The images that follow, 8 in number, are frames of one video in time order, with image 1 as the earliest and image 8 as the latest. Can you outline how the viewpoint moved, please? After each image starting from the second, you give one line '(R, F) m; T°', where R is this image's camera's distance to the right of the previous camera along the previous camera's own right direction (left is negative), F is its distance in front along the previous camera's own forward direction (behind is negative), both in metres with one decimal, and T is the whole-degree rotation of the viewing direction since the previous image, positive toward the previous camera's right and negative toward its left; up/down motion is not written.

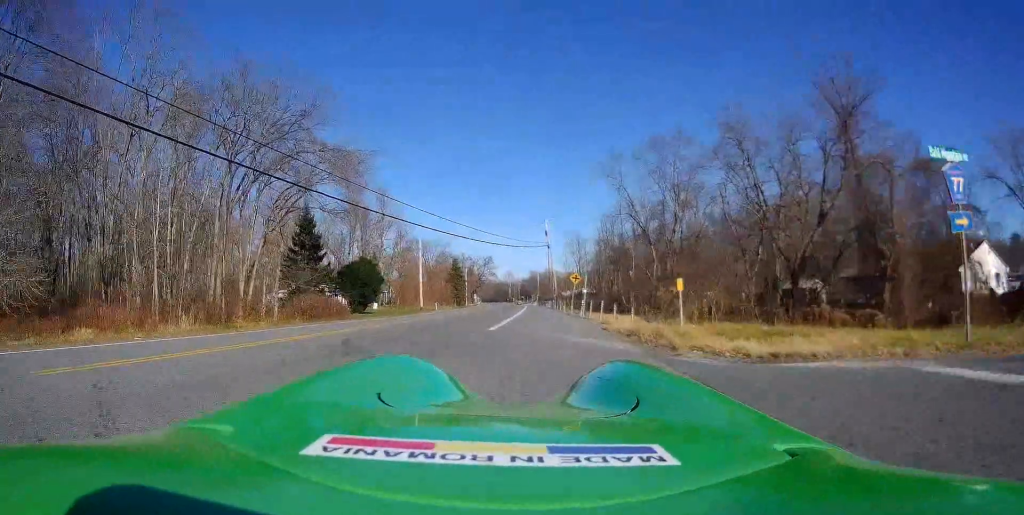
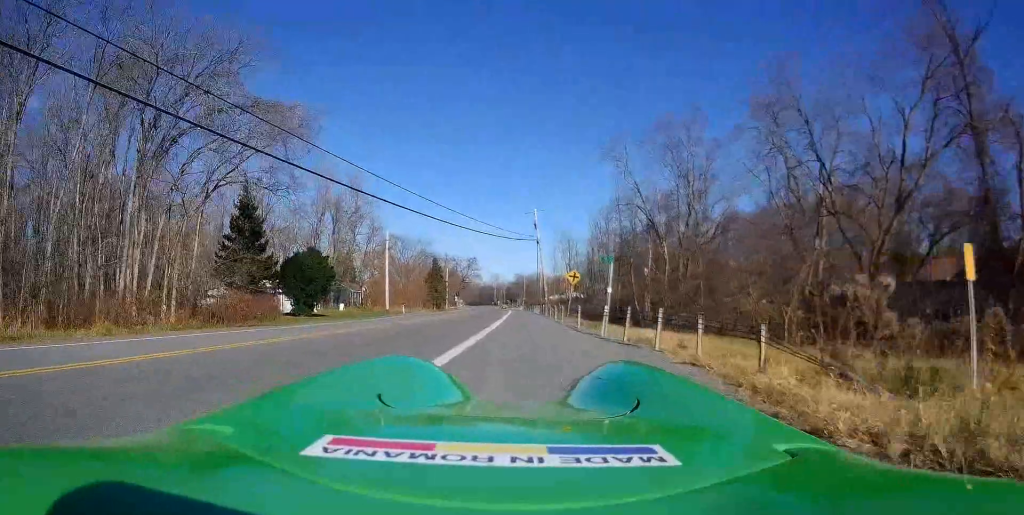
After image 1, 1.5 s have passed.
(0.0, +10.9) m; -1°
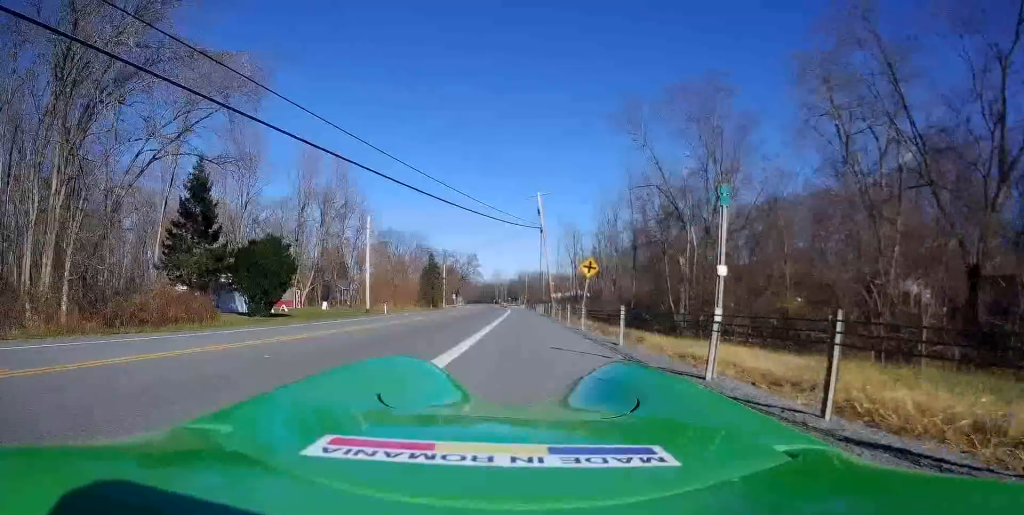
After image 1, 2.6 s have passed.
(-0.1, +8.3) m; +4°
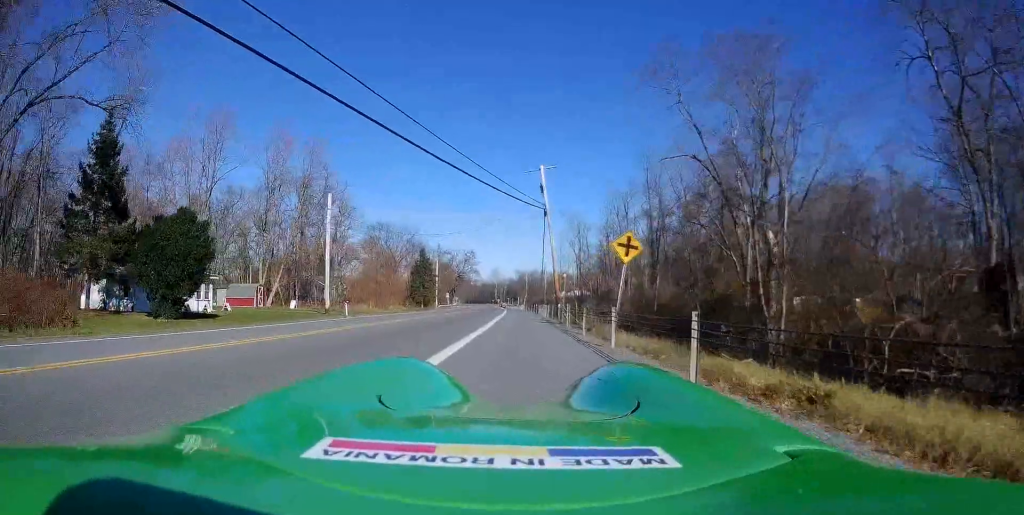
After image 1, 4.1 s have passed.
(+0.3, +11.0) m; -1°
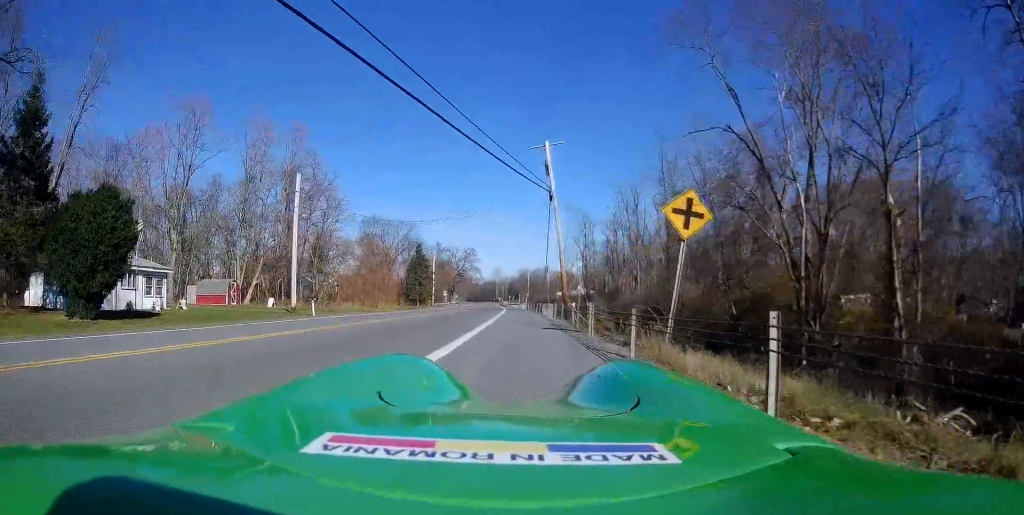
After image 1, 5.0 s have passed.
(-0.1, +6.9) m; 0°
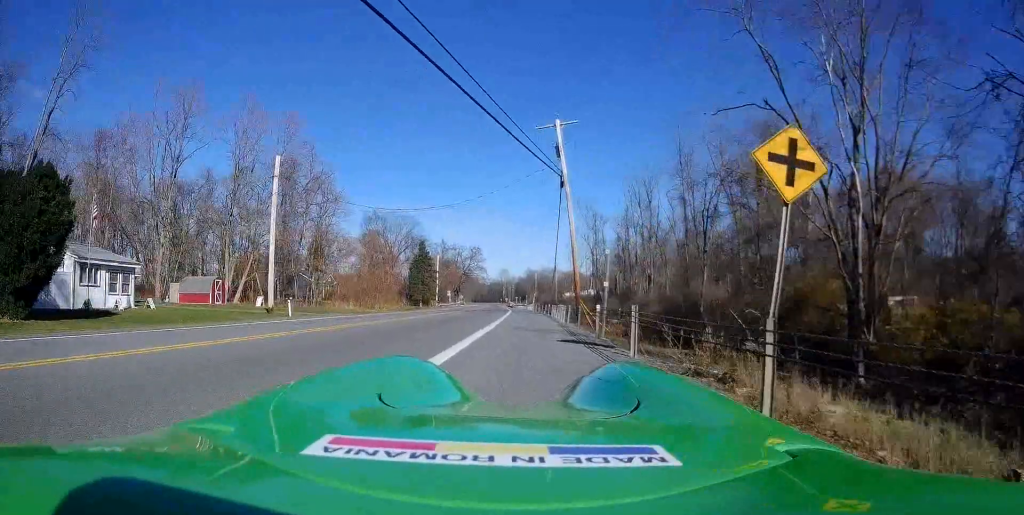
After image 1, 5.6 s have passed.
(+0.2, +4.4) m; +1°
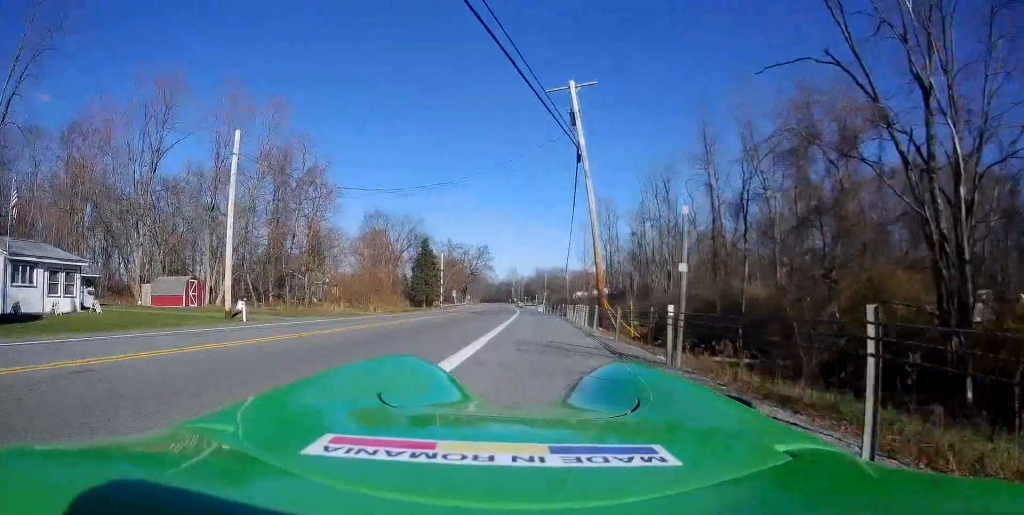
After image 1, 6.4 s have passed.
(-0.3, +6.0) m; +1°
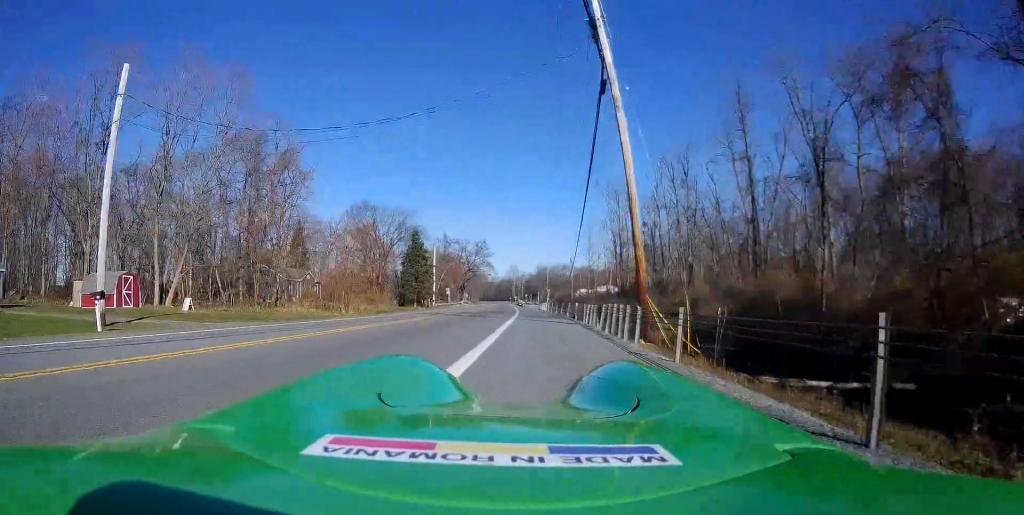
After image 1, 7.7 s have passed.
(+0.3, +9.4) m; -1°
